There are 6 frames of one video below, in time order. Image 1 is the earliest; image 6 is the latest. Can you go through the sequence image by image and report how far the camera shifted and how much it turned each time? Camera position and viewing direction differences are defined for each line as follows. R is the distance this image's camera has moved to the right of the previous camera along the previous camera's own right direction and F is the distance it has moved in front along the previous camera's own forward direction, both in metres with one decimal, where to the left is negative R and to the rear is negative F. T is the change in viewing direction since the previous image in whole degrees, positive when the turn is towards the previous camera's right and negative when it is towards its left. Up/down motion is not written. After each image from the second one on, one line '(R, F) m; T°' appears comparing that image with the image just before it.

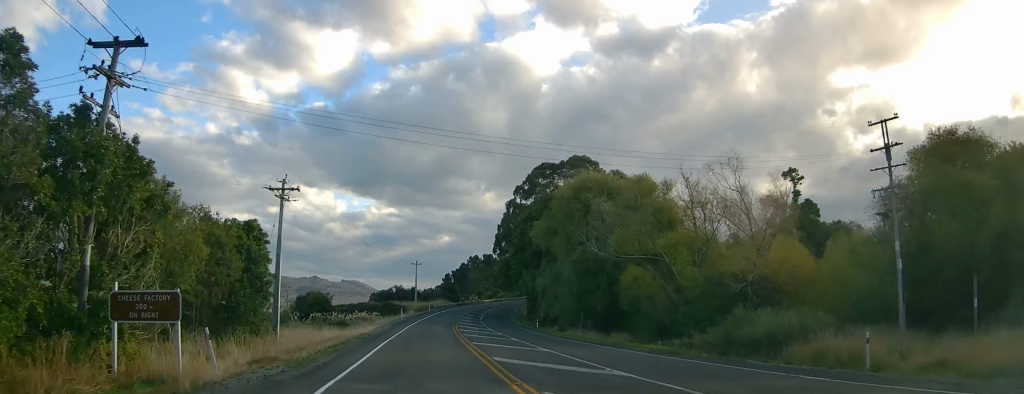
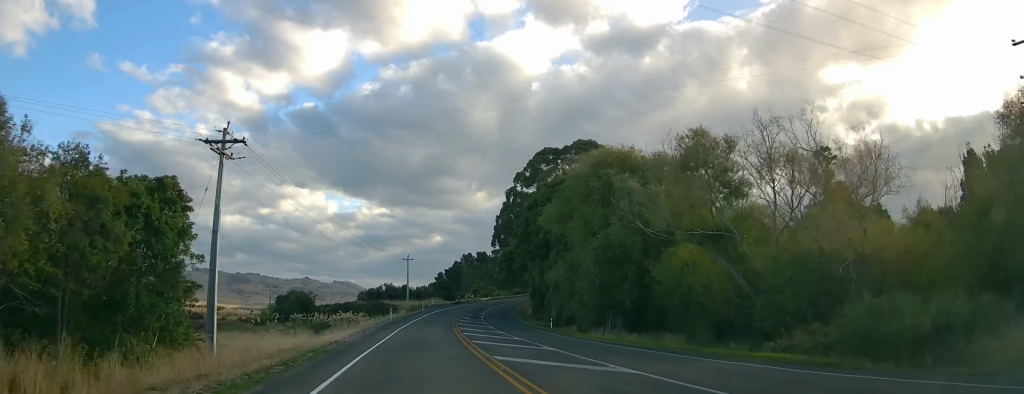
(+0.3, +11.3) m; 0°
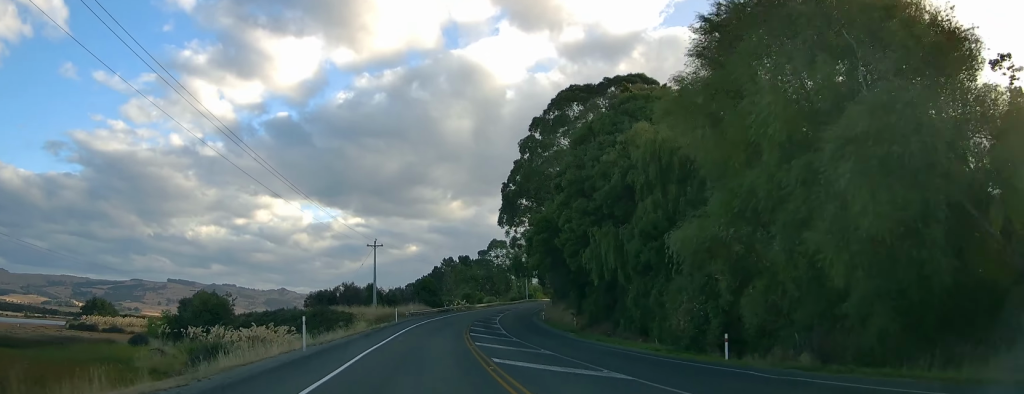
(+0.1, +38.5) m; -1°
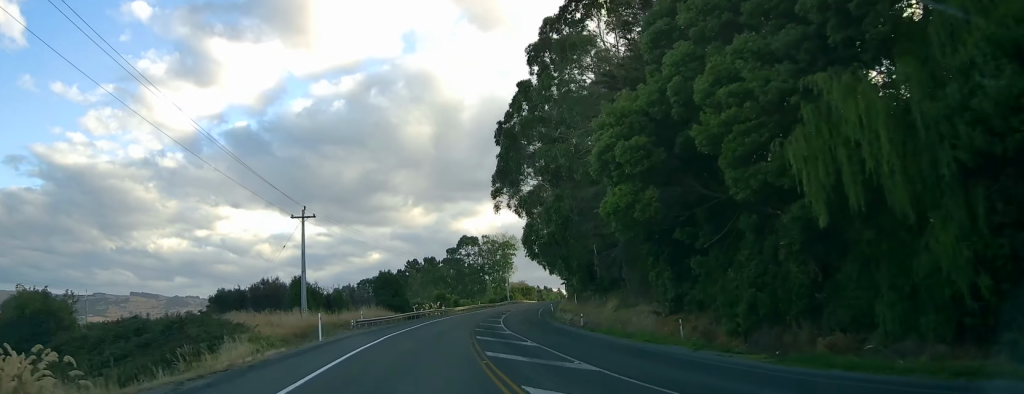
(+0.4, +29.4) m; +4°
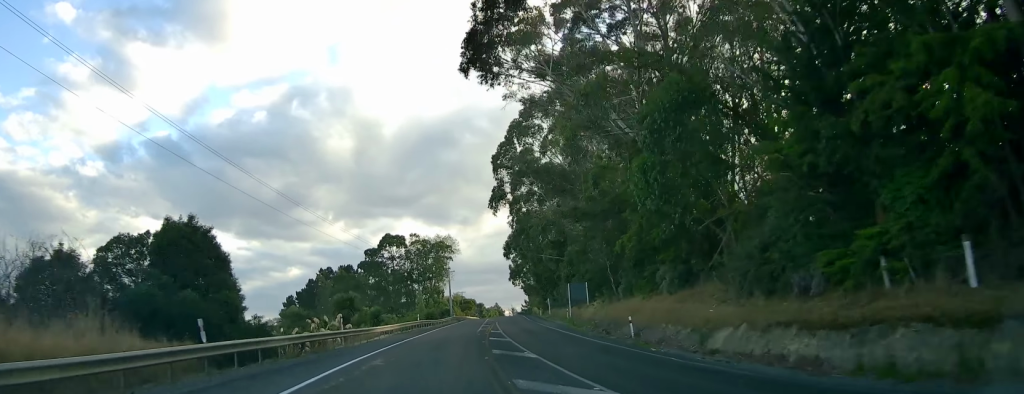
(+3.7, +48.3) m; +7°
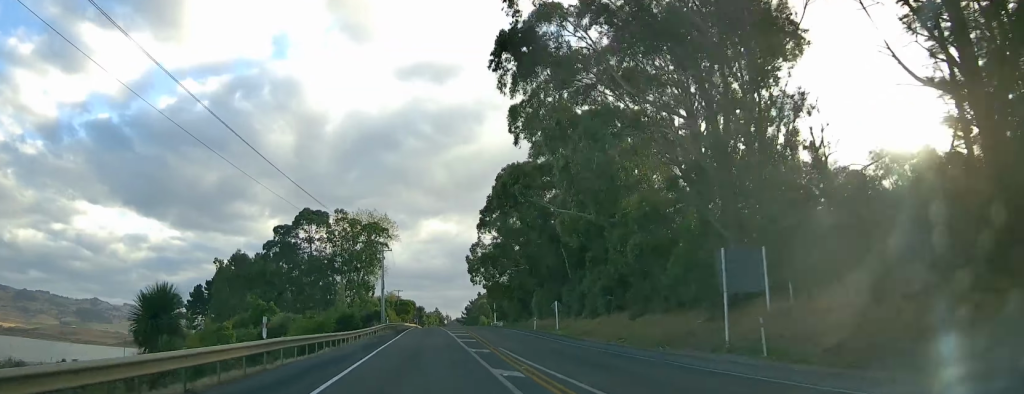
(+1.2, +43.7) m; +5°
